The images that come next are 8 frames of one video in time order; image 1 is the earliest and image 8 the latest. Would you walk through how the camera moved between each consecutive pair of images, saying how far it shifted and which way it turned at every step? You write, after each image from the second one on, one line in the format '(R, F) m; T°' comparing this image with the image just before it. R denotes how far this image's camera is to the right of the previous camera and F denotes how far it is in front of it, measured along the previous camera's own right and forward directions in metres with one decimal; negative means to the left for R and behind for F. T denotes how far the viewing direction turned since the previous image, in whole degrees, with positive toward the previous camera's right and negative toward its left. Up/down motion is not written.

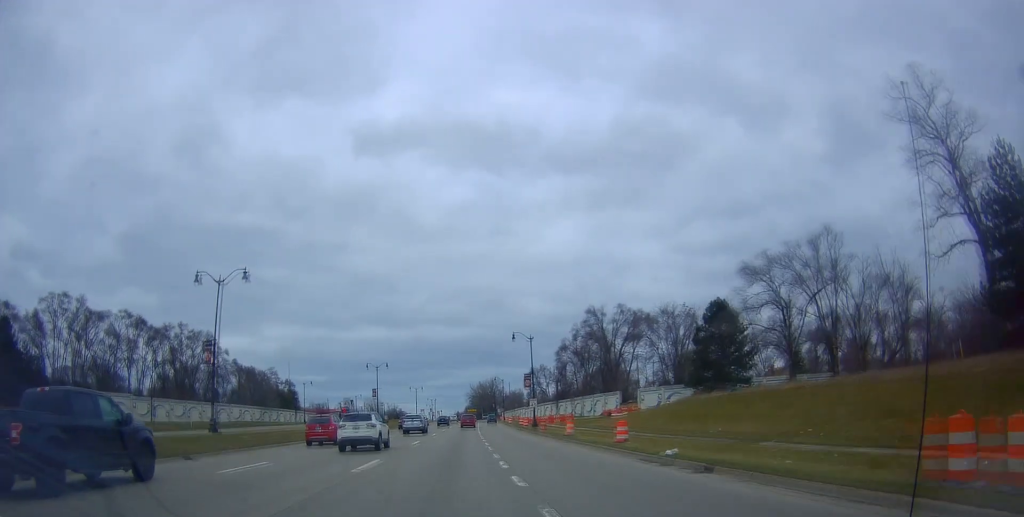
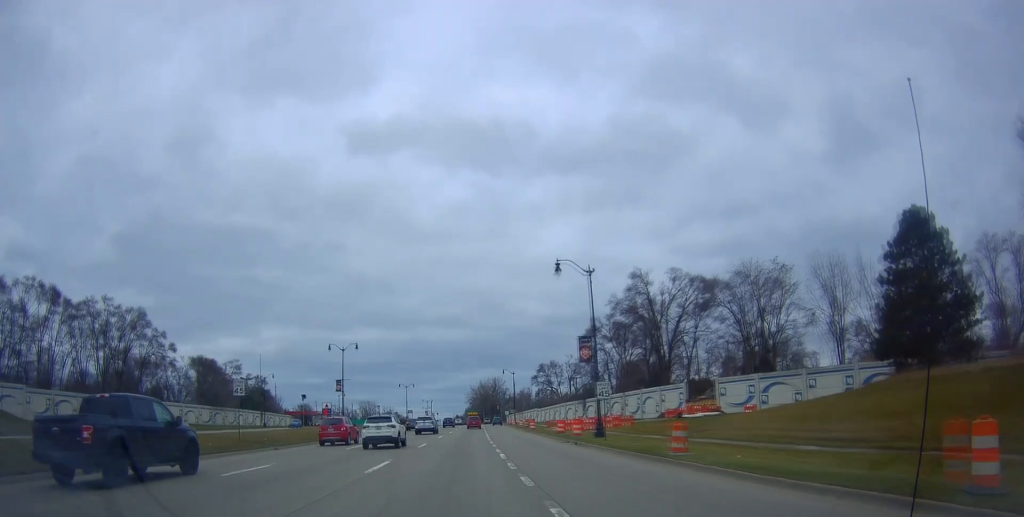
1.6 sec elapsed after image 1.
(+0.8, +31.6) m; +2°
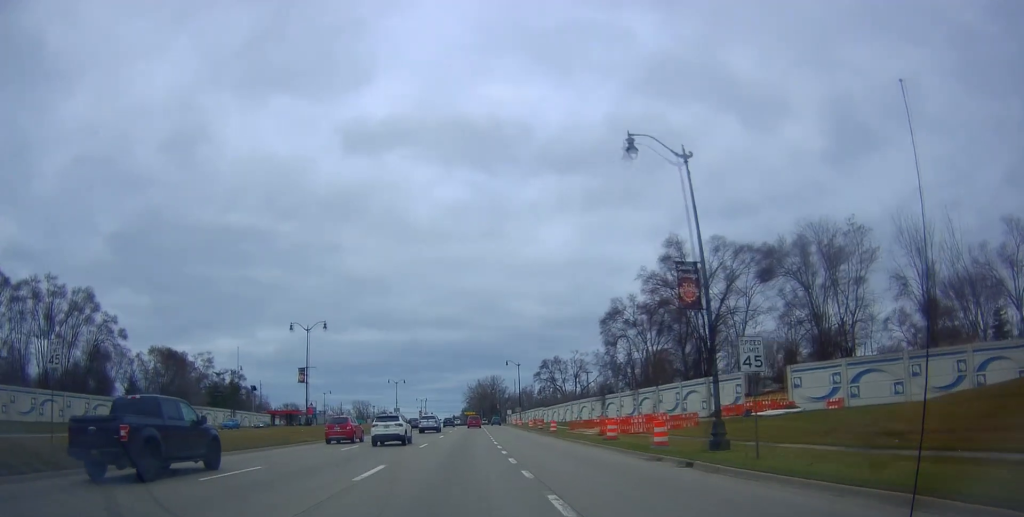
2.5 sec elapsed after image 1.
(0.0, +16.9) m; 0°
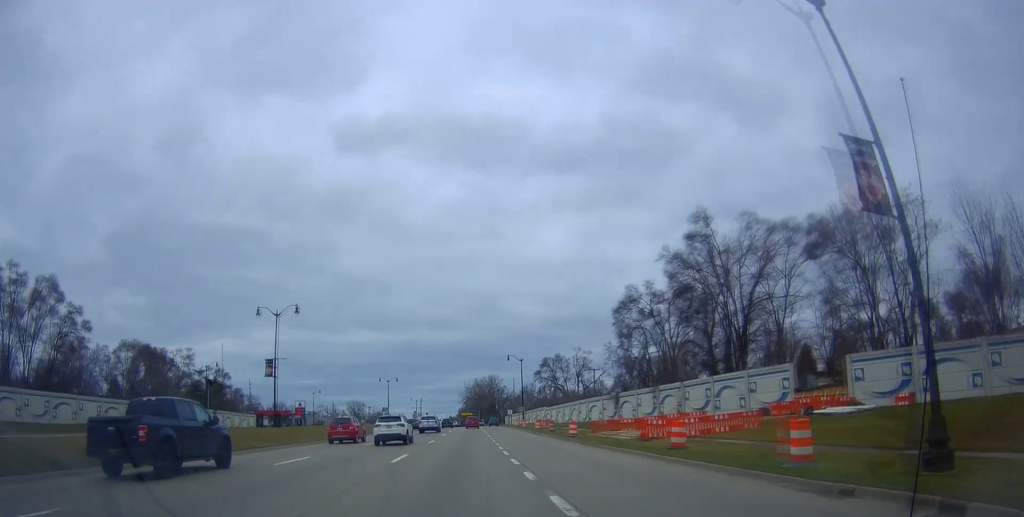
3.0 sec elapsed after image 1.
(0.0, +9.8) m; 0°
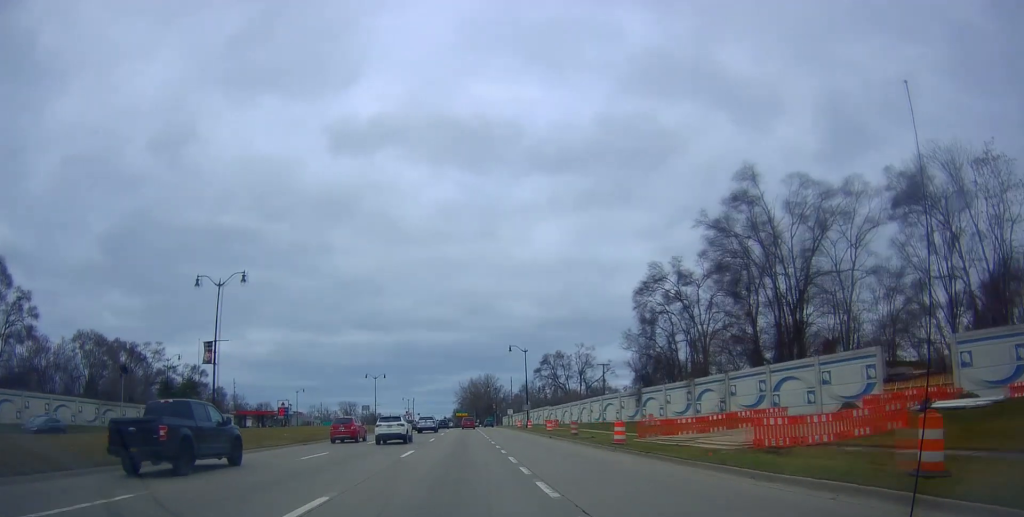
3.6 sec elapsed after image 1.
(0.0, +12.4) m; 0°
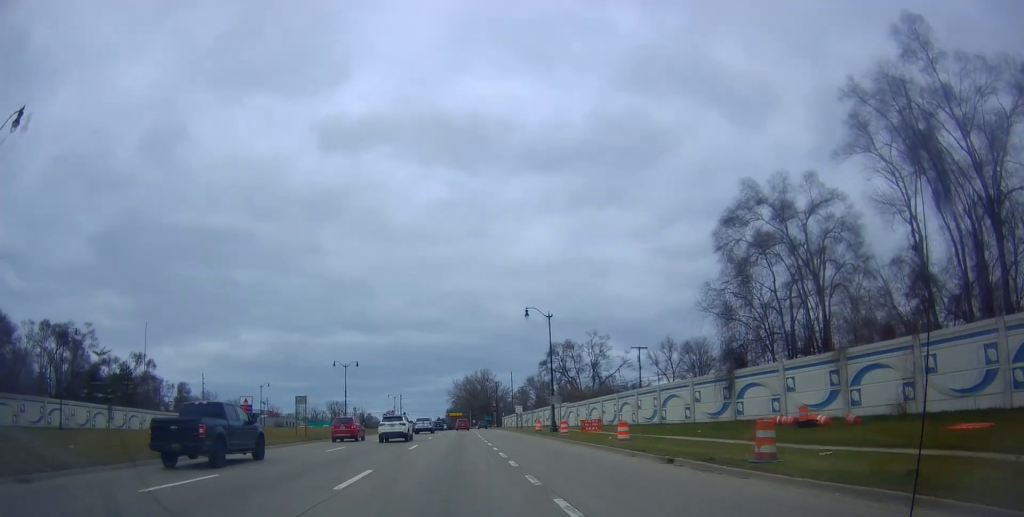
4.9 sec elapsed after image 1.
(0.0, +25.5) m; 0°
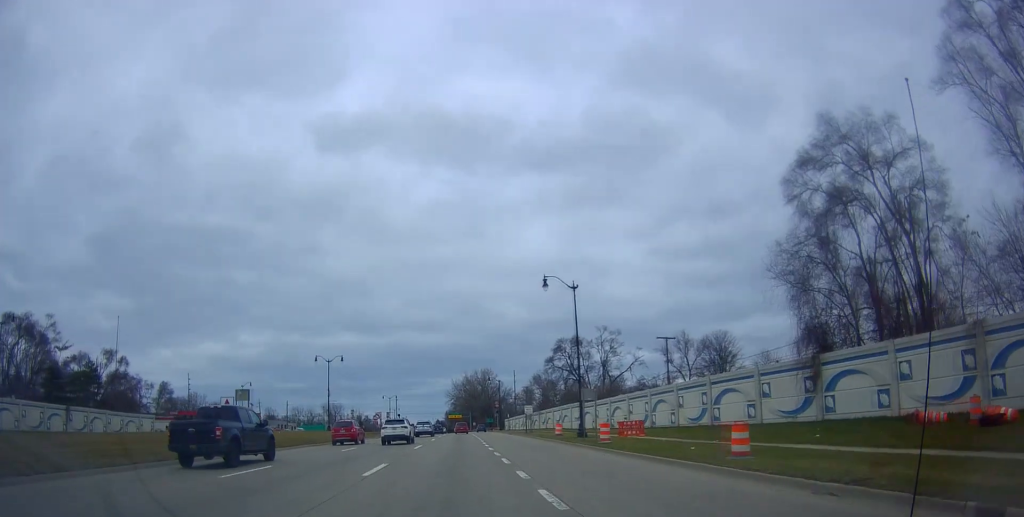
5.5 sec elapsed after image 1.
(0.0, +11.8) m; +1°
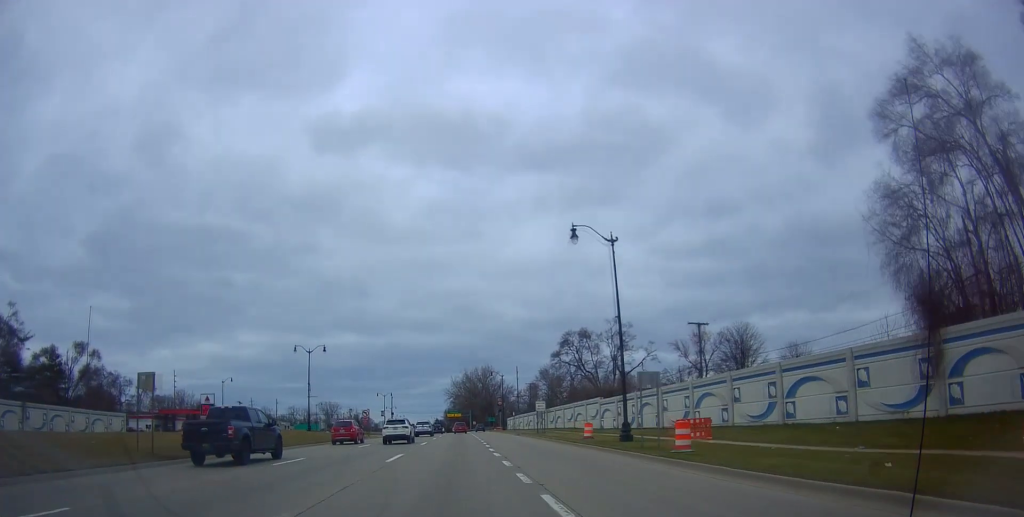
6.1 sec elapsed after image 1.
(-0.1, +10.5) m; +1°
